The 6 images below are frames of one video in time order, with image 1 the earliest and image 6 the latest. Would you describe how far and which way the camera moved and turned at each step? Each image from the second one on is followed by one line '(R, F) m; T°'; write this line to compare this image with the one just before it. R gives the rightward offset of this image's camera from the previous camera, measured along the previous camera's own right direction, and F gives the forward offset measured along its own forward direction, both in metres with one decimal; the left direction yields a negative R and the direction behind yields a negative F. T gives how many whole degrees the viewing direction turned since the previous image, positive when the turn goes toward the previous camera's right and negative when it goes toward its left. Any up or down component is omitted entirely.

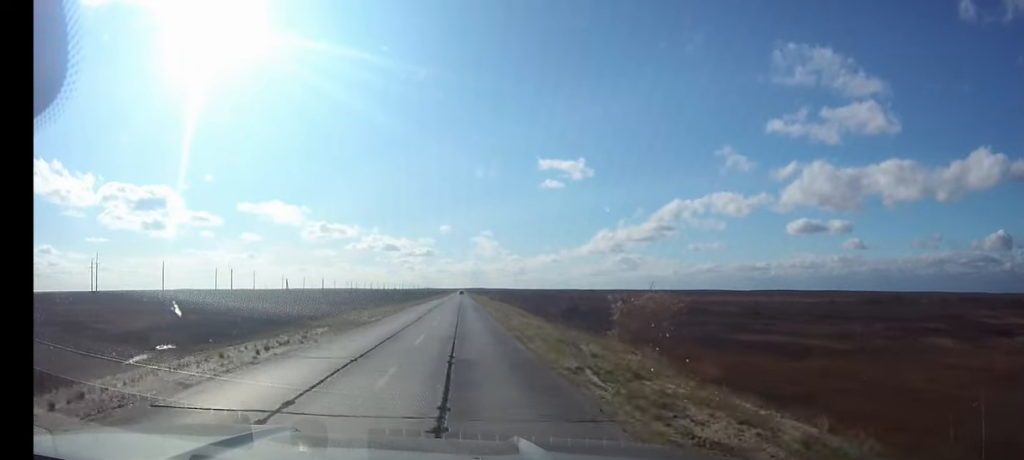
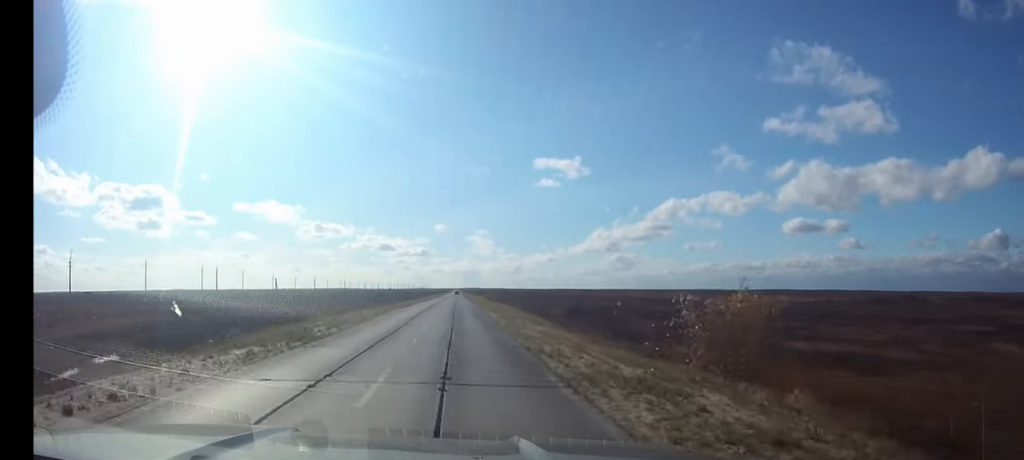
(0.0, +9.7) m; 0°
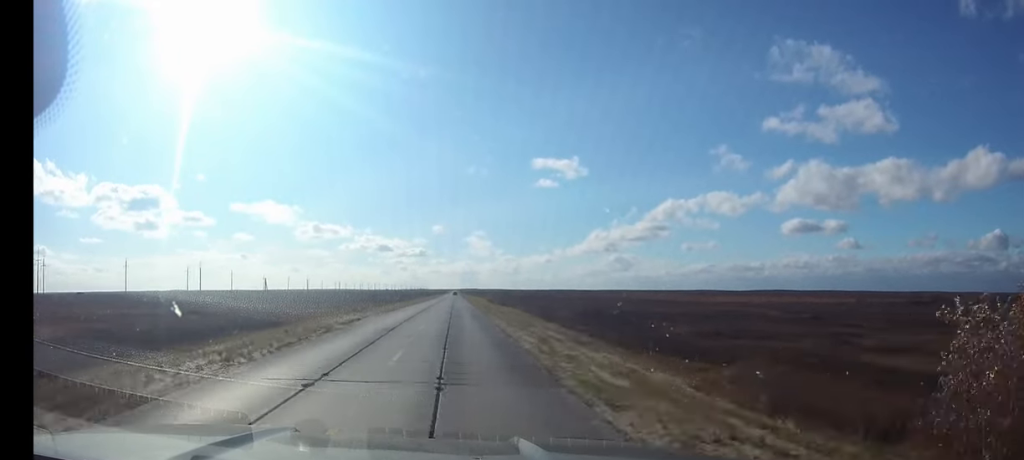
(0.0, +11.8) m; 0°
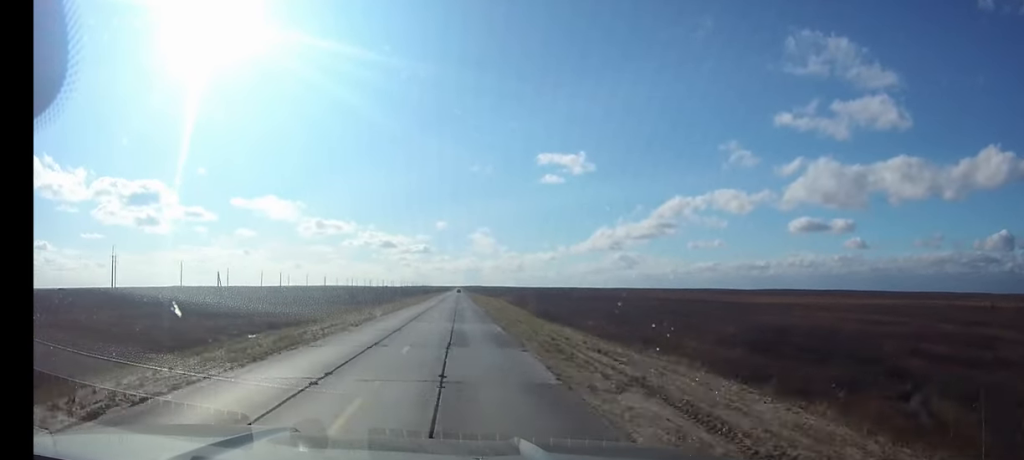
(-0.1, +52.2) m; 0°
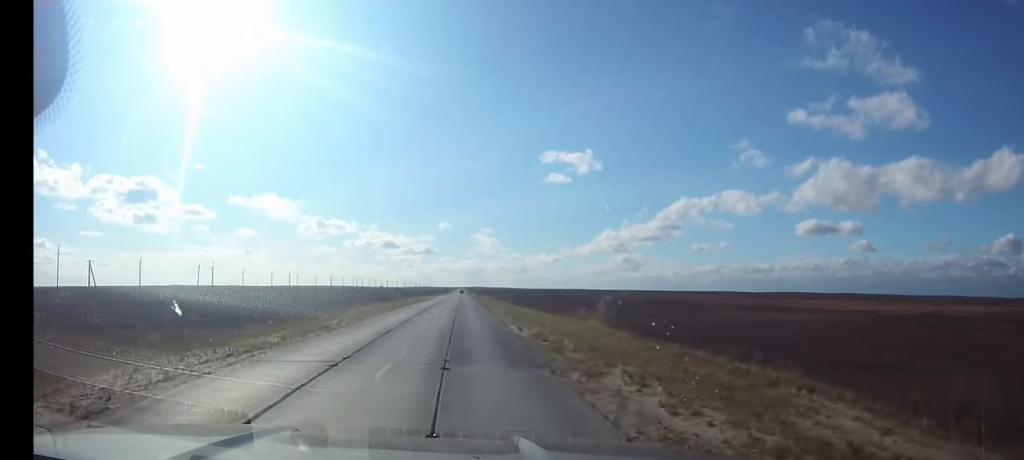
(-0.1, +79.0) m; 0°
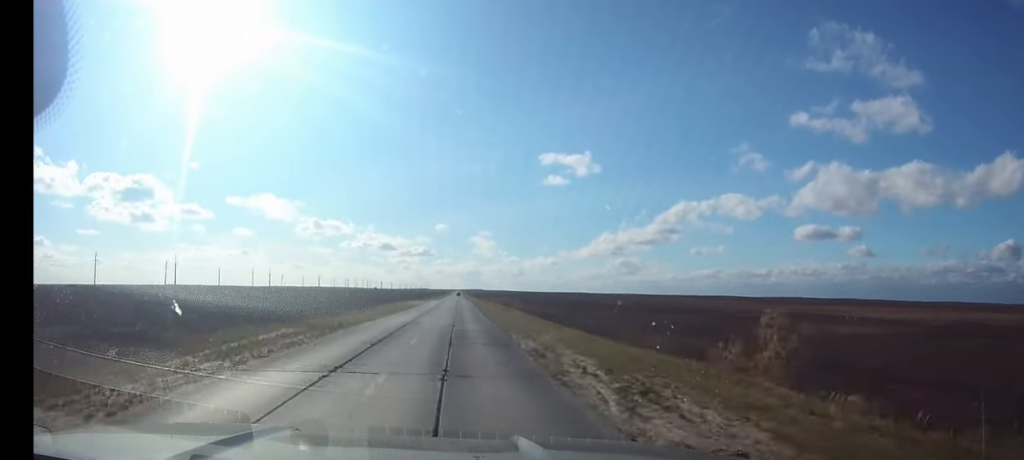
(0.0, +27.9) m; 0°
